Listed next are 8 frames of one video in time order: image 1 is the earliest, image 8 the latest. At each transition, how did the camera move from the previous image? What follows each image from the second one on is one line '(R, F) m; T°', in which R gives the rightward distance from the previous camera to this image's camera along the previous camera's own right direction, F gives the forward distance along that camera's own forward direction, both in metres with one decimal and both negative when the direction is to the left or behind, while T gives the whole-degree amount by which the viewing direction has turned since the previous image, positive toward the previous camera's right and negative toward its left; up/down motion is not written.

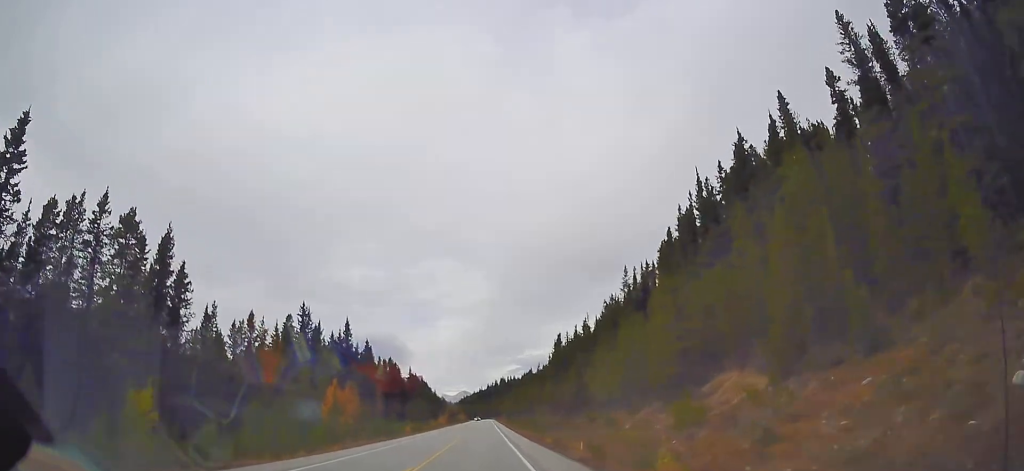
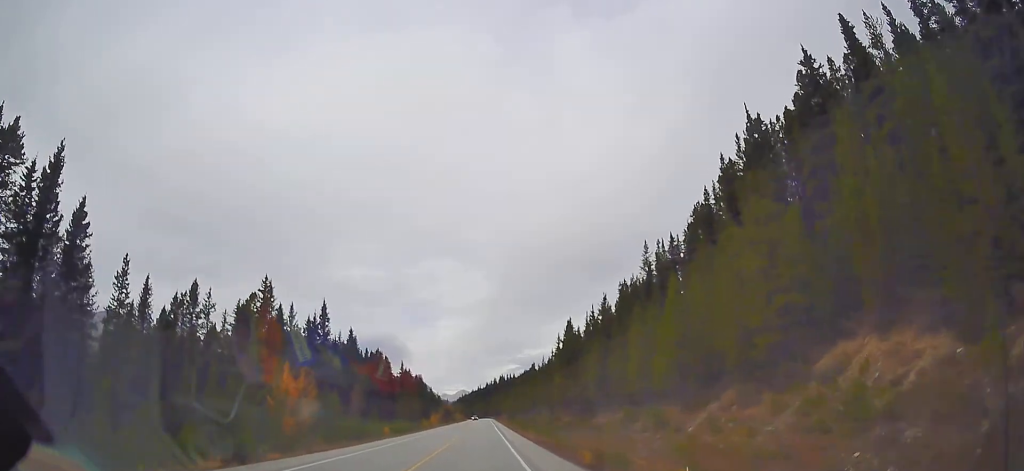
(+0.2, +15.4) m; -1°
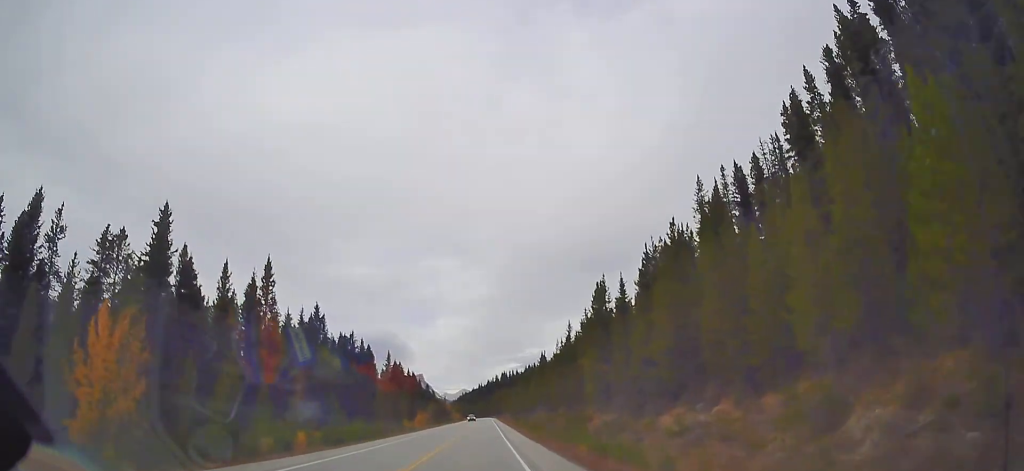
(-0.7, +25.0) m; 0°
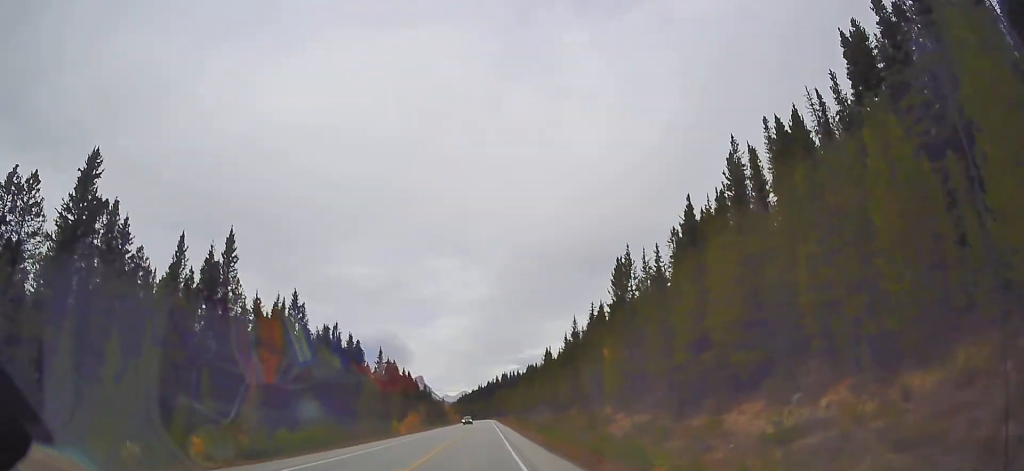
(+0.2, +11.2) m; +1°
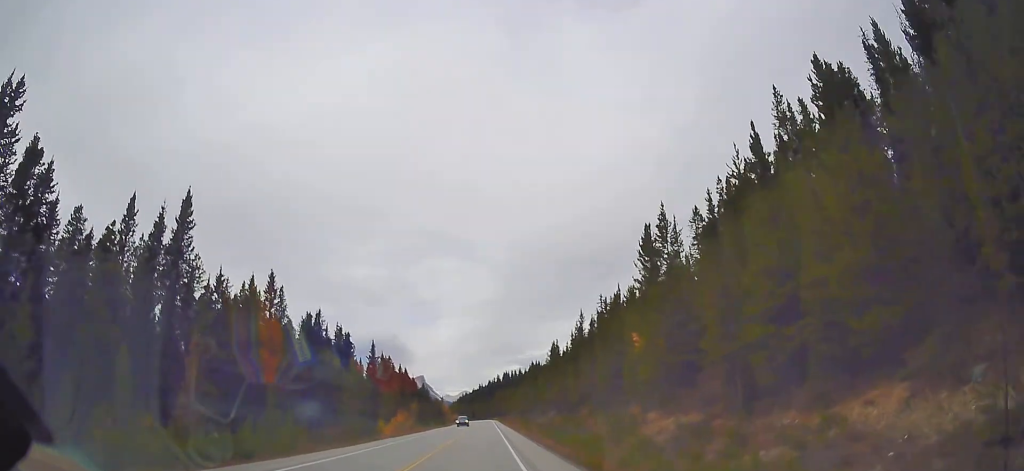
(+0.1, +11.2) m; +1°
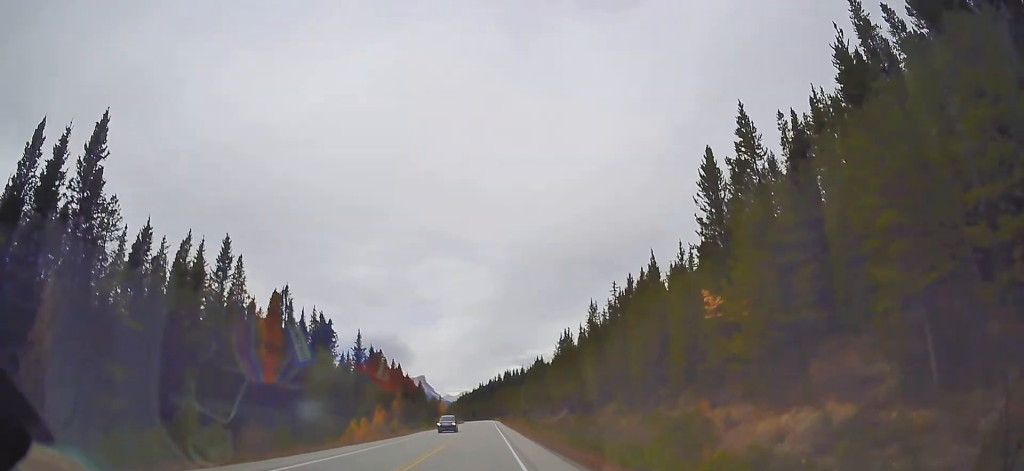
(0.0, +14.4) m; 0°
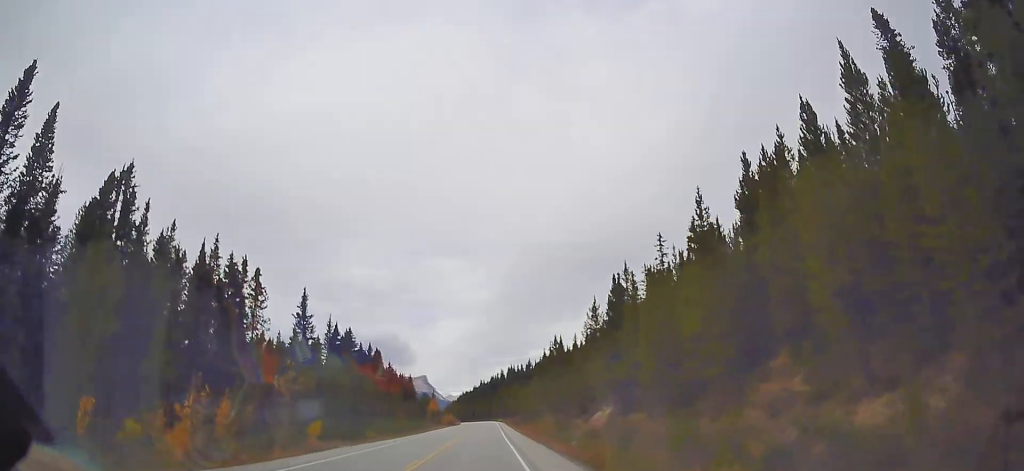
(-0.3, +35.8) m; -1°
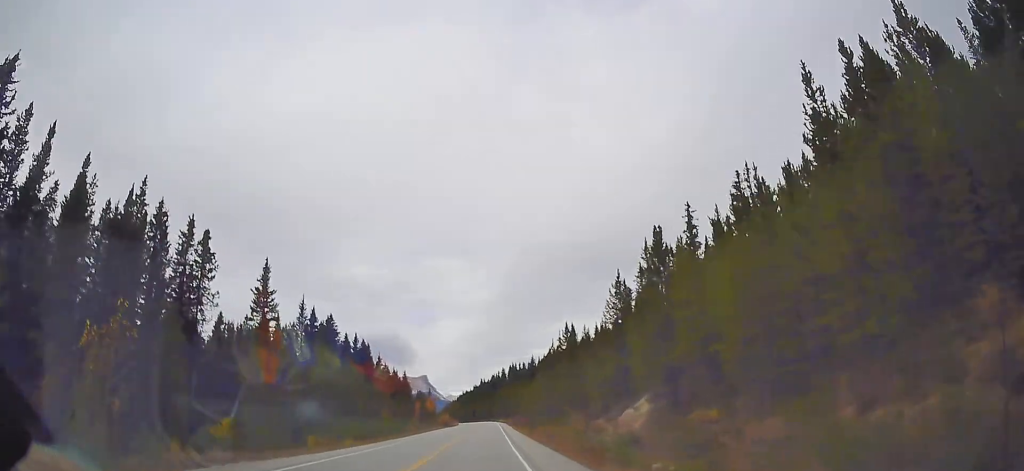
(-0.2, +14.4) m; 0°
